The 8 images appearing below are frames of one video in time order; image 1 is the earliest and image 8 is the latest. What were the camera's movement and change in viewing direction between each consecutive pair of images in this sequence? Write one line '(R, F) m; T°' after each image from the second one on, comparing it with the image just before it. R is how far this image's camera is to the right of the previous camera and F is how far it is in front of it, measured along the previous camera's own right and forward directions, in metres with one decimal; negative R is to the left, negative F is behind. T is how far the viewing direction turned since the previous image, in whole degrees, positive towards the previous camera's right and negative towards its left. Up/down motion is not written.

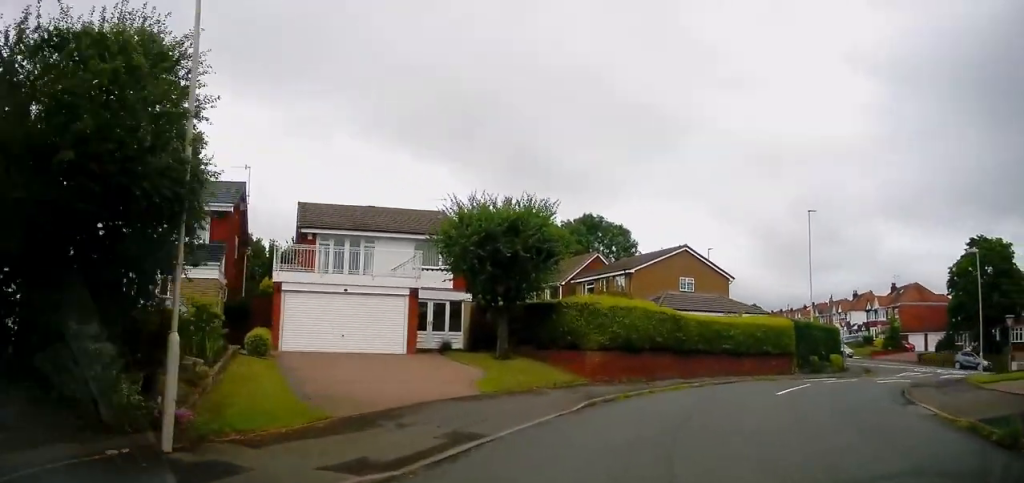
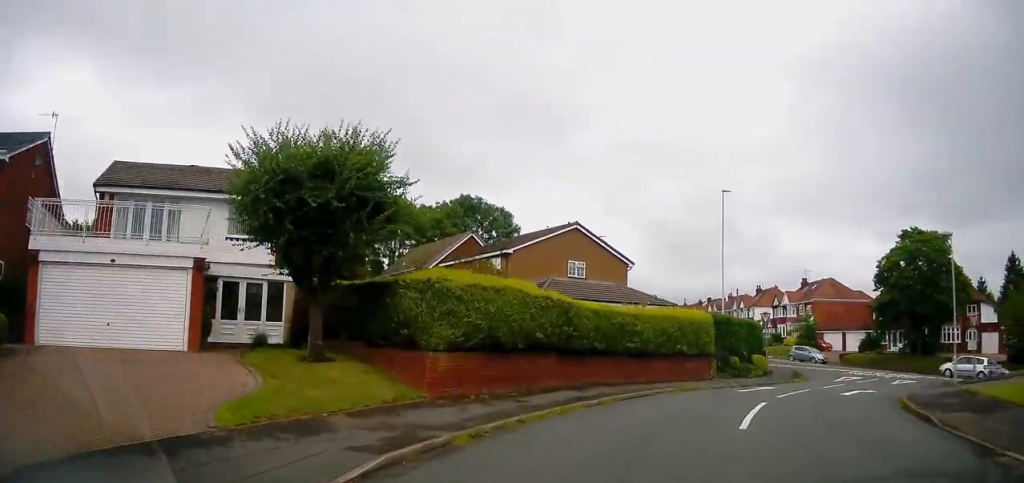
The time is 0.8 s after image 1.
(+0.8, +6.3) m; +9°
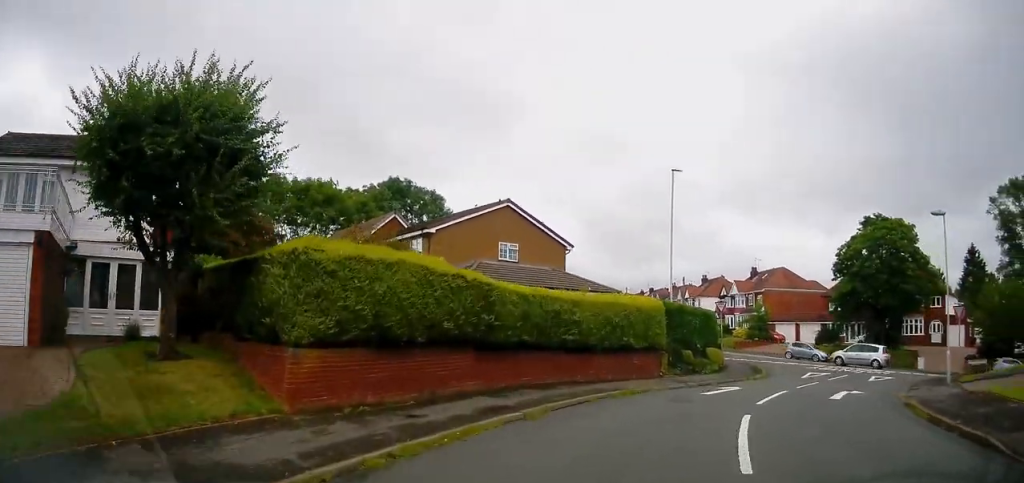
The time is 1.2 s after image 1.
(+0.2, +3.7) m; +6°
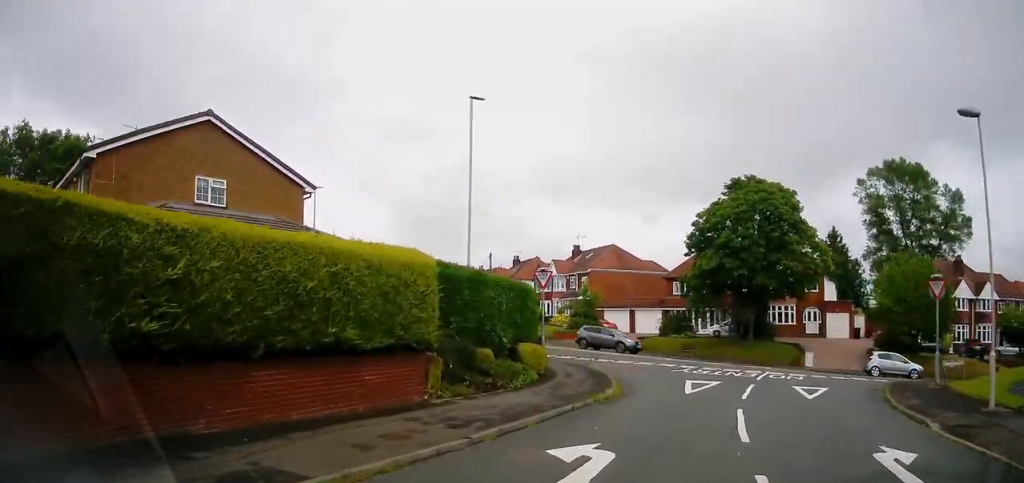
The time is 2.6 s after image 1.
(+1.9, +11.2) m; +20°
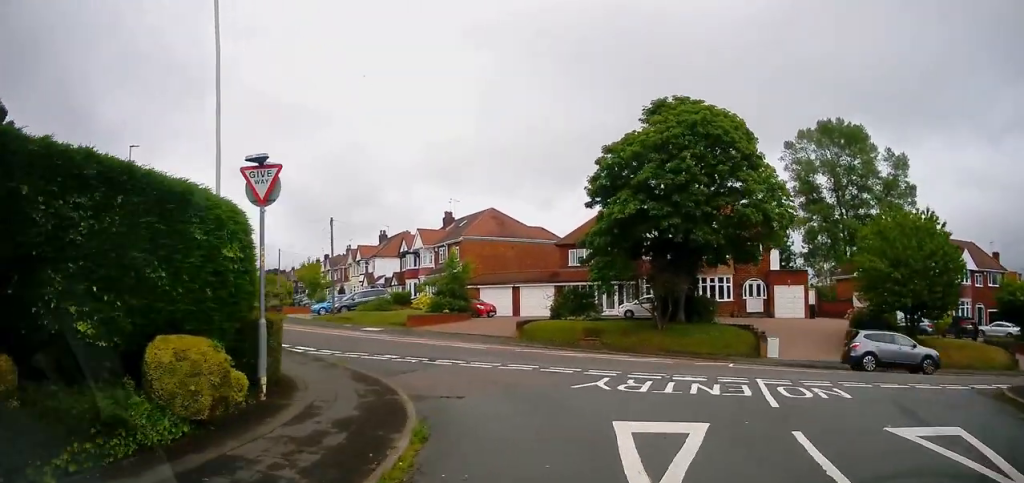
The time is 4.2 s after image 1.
(+1.2, +12.6) m; +5°
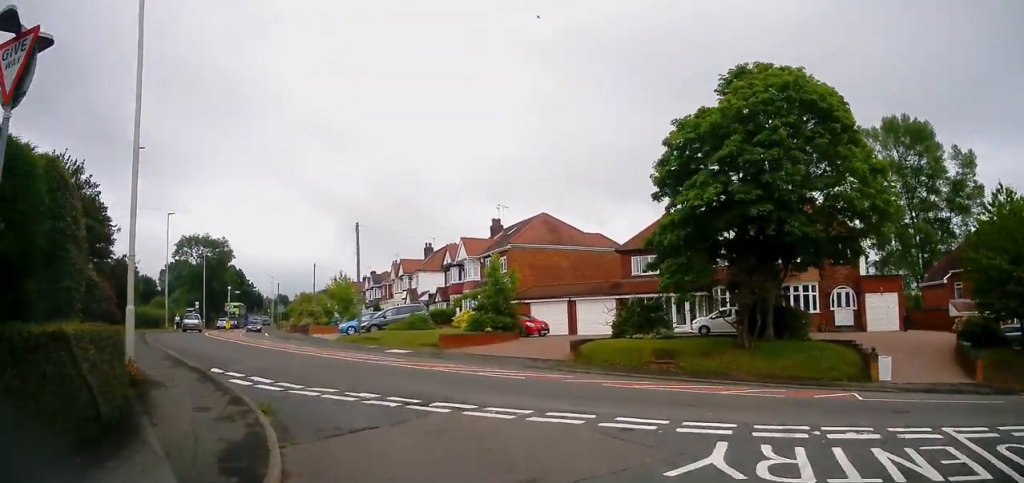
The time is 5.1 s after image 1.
(-0.1, +5.5) m; -2°
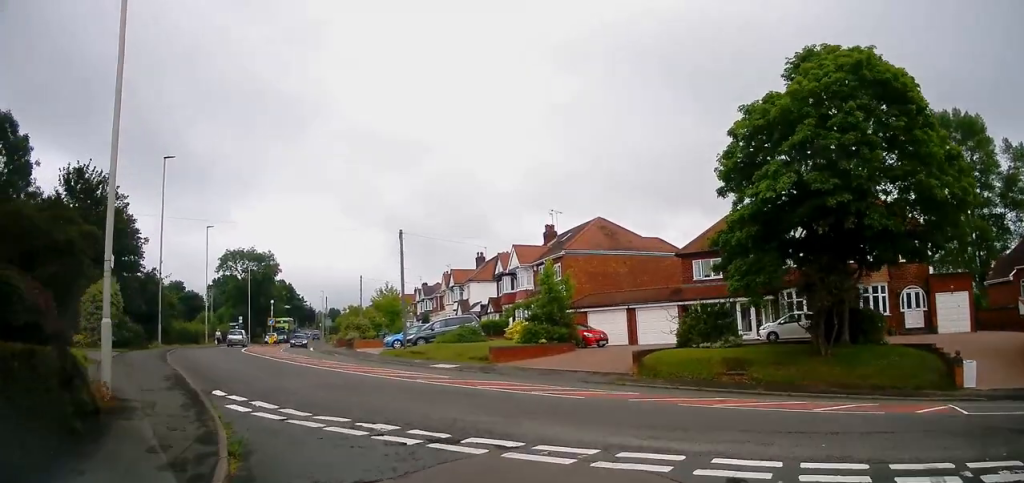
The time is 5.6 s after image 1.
(+0.1, +2.4) m; -2°
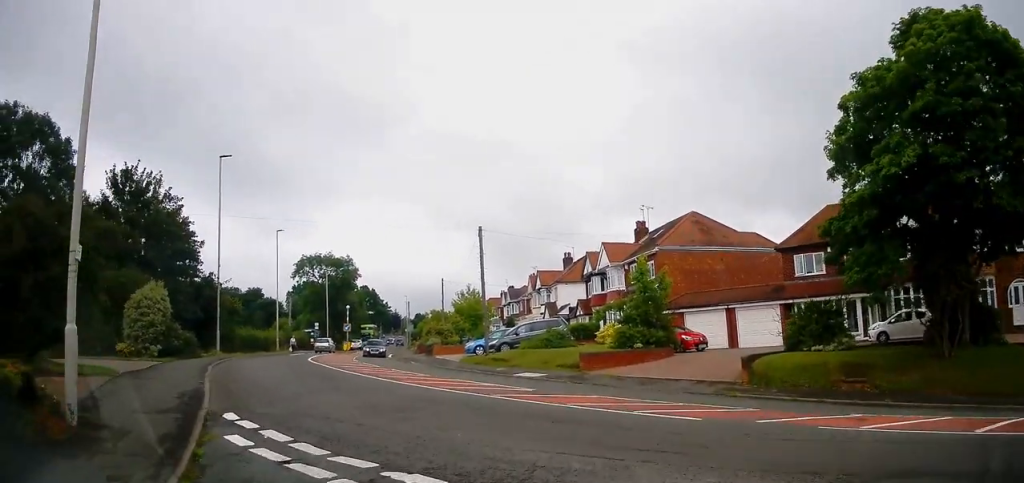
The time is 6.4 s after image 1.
(-0.2, +3.2) m; -10°
